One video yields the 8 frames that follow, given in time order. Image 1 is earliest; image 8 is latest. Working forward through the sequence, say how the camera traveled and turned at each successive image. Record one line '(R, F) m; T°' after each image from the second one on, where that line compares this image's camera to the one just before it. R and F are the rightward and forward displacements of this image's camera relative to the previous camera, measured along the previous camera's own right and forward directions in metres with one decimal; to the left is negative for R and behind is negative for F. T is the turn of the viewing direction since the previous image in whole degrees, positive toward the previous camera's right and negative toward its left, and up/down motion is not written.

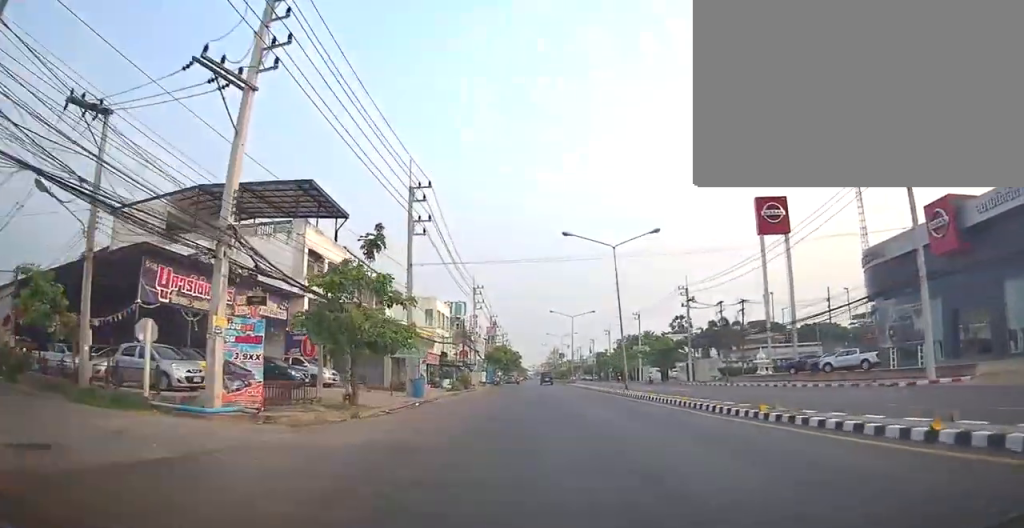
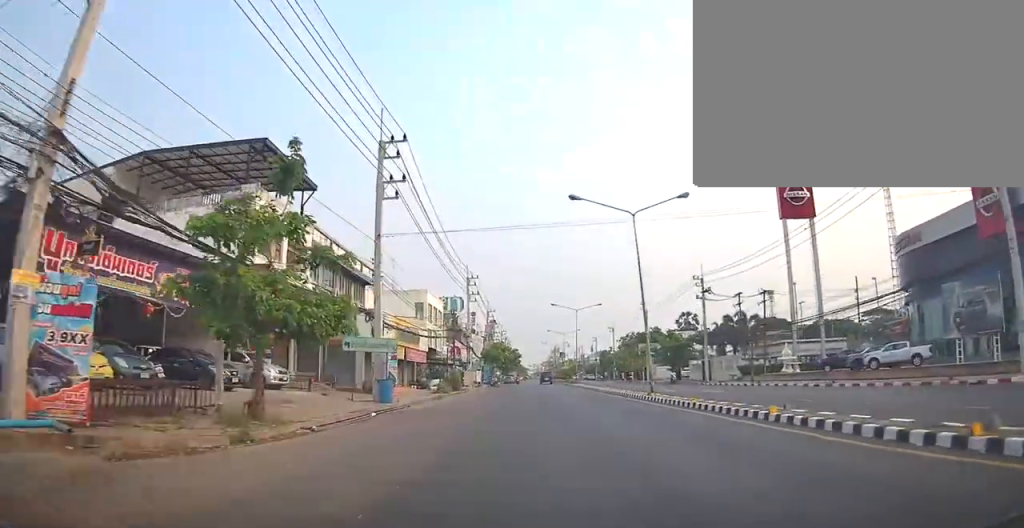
(0.0, +6.9) m; -1°
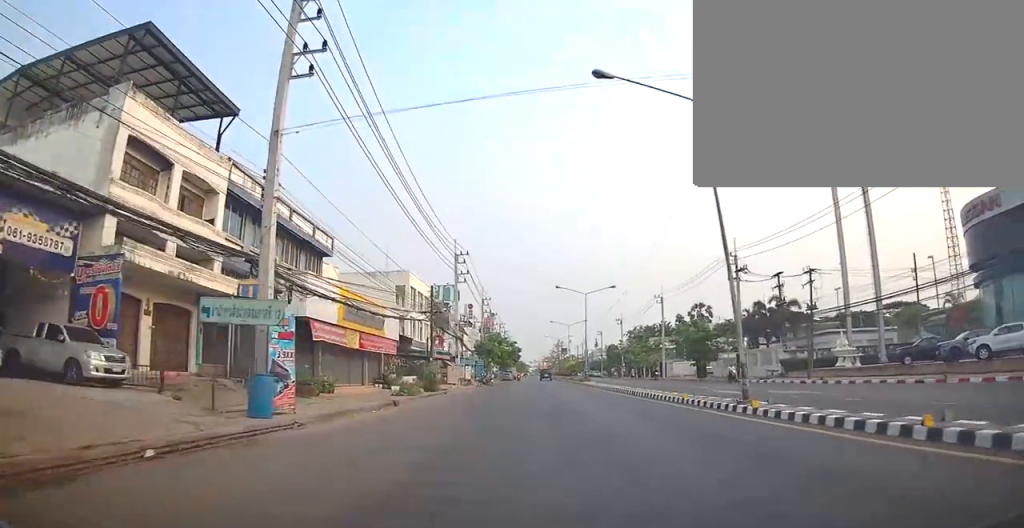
(-0.1, +11.4) m; -1°
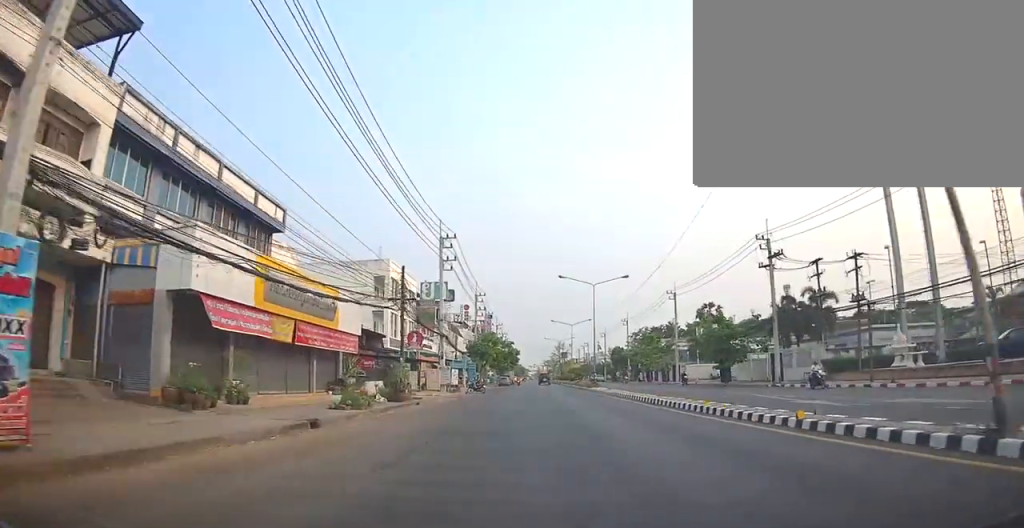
(-0.4, +8.7) m; 0°
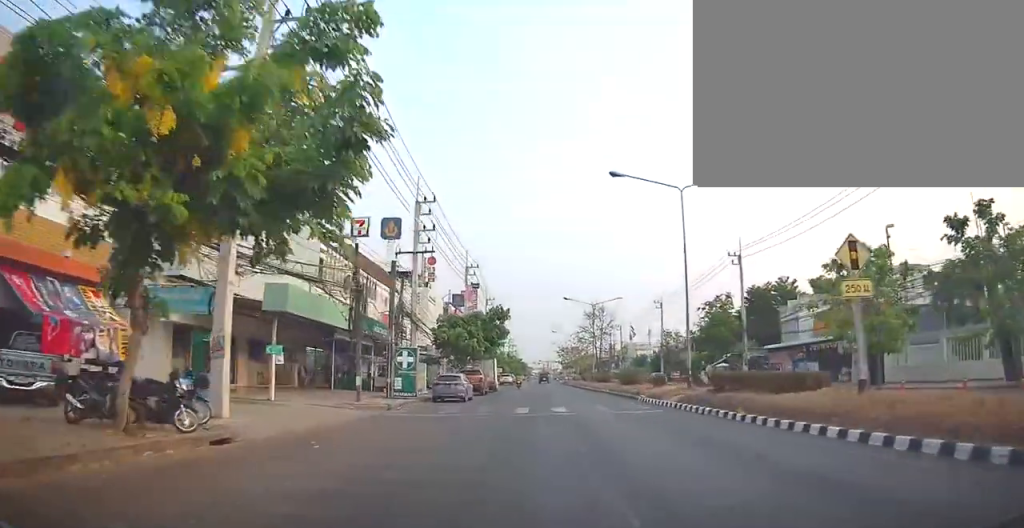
(+2.8, +63.2) m; +3°
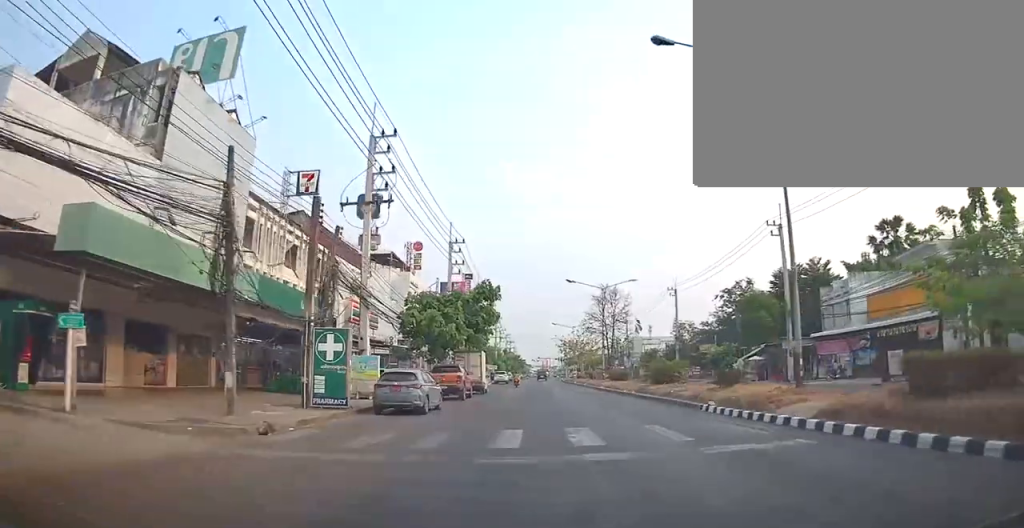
(0.0, +10.7) m; 0°
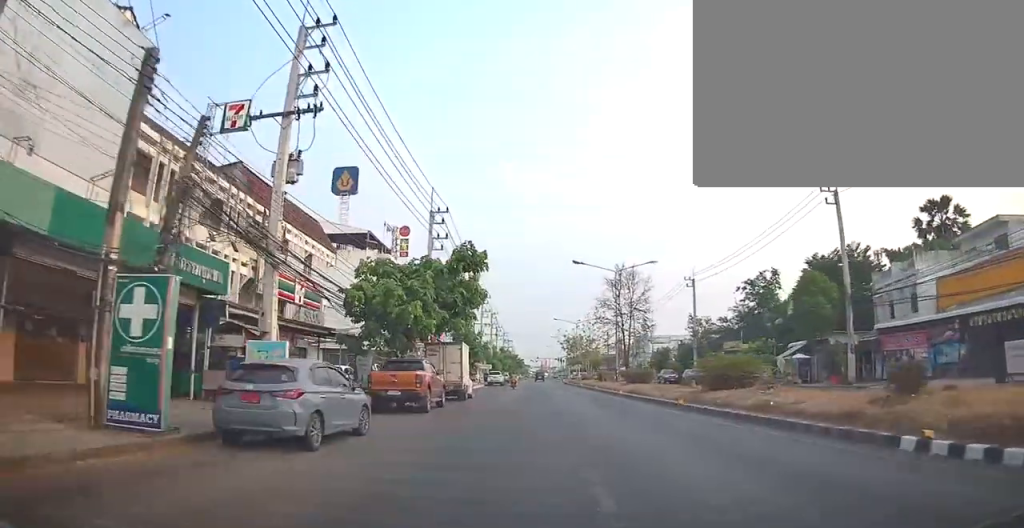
(0.0, +9.5) m; 0°
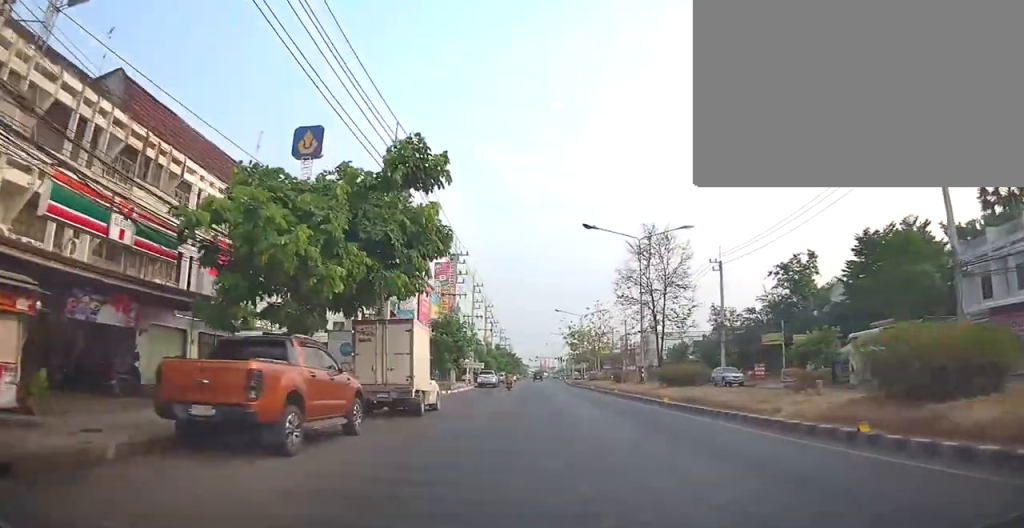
(-0.1, +11.0) m; -2°
